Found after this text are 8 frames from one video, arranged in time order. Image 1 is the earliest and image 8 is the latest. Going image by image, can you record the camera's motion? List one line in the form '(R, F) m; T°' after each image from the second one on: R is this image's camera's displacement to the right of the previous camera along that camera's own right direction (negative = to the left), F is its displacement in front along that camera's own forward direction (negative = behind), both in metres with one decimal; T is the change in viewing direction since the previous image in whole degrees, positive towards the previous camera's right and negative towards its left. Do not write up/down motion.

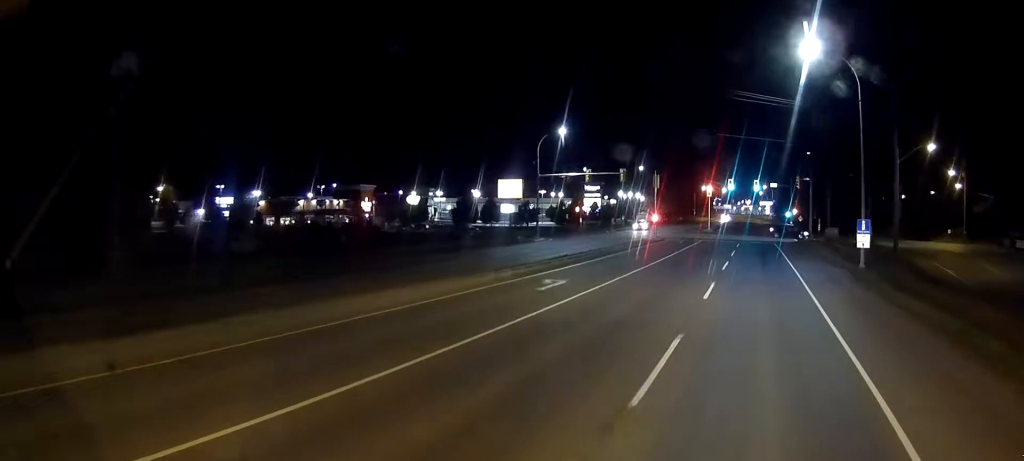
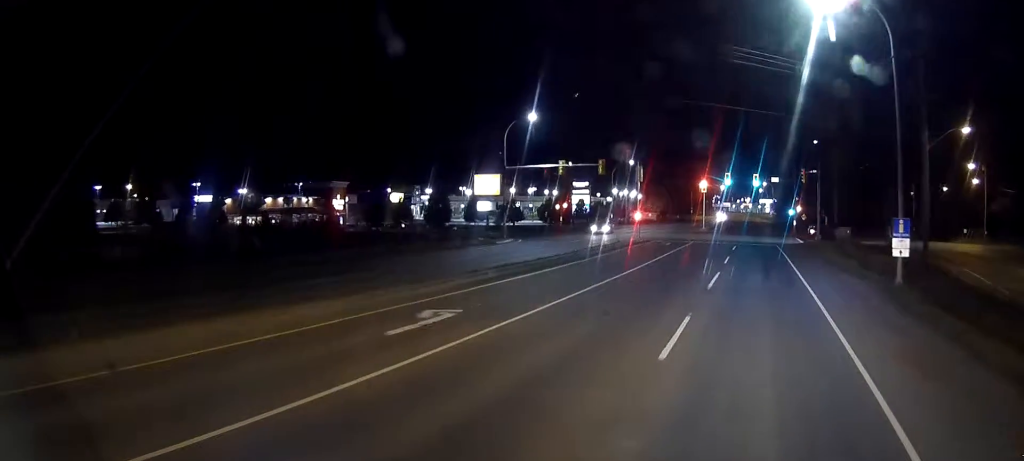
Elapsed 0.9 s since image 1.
(-0.1, +10.4) m; -1°
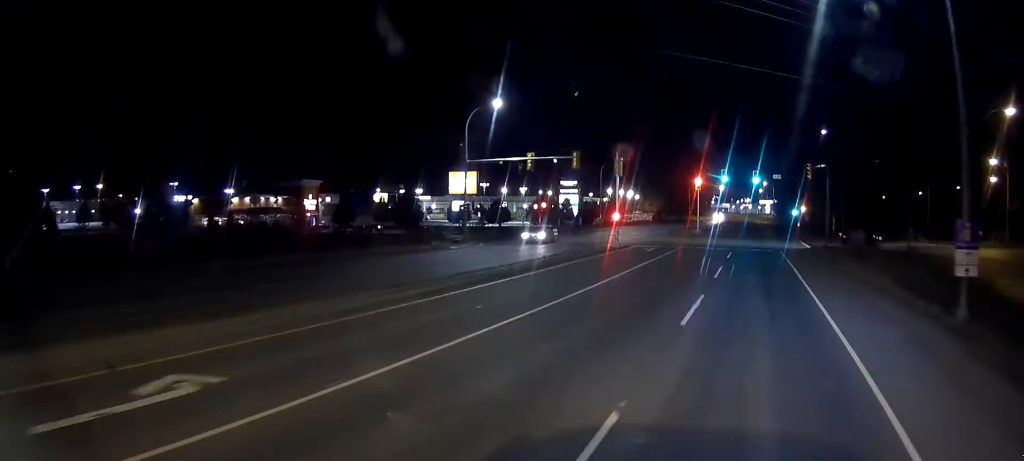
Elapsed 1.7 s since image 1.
(-0.1, +9.5) m; 0°
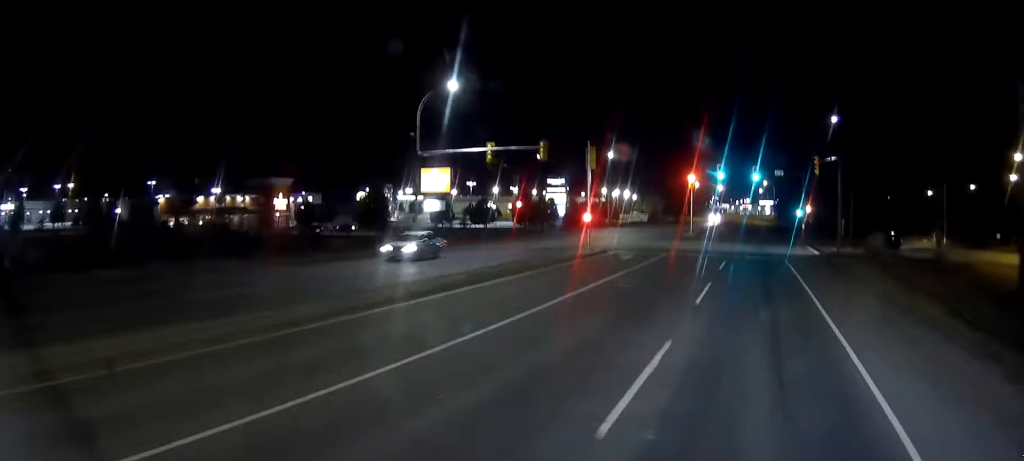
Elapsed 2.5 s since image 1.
(0.0, +9.0) m; 0°
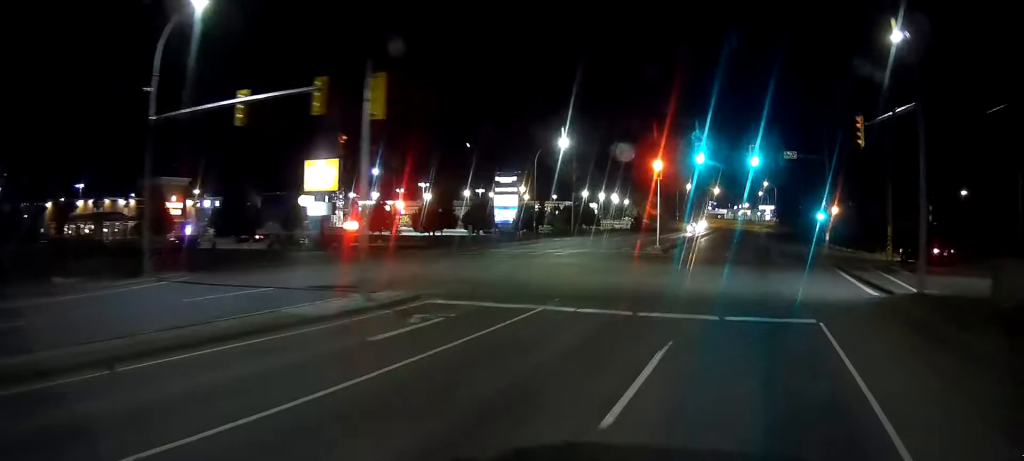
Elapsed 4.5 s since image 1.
(+0.3, +26.9) m; 0°
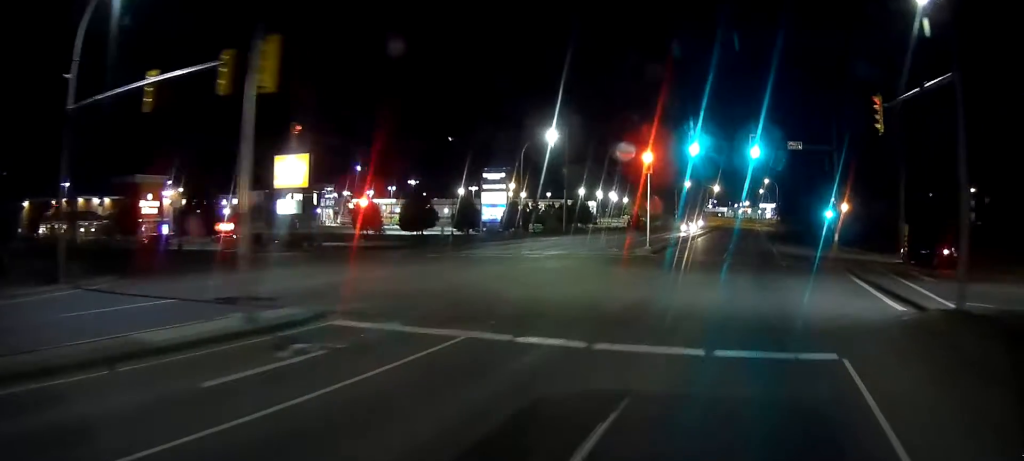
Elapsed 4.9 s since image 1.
(0.0, +5.3) m; 0°
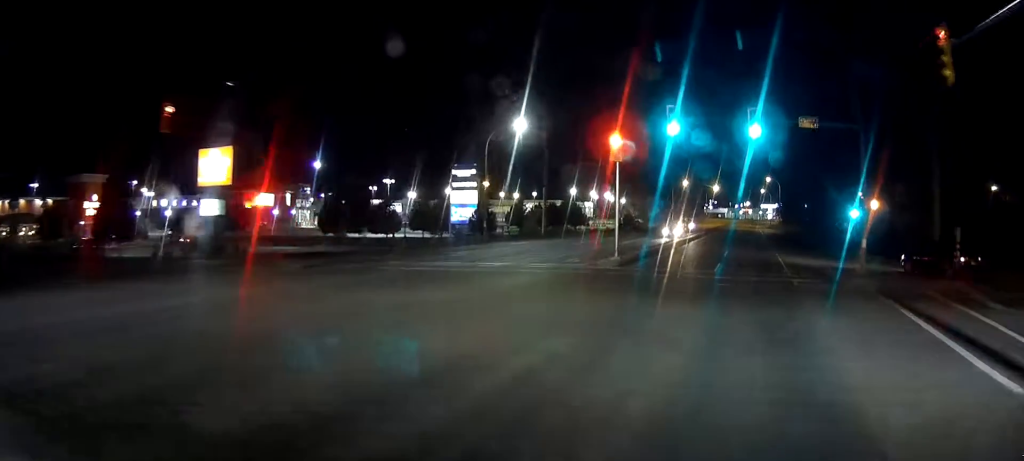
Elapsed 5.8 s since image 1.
(0.0, +11.2) m; 0°
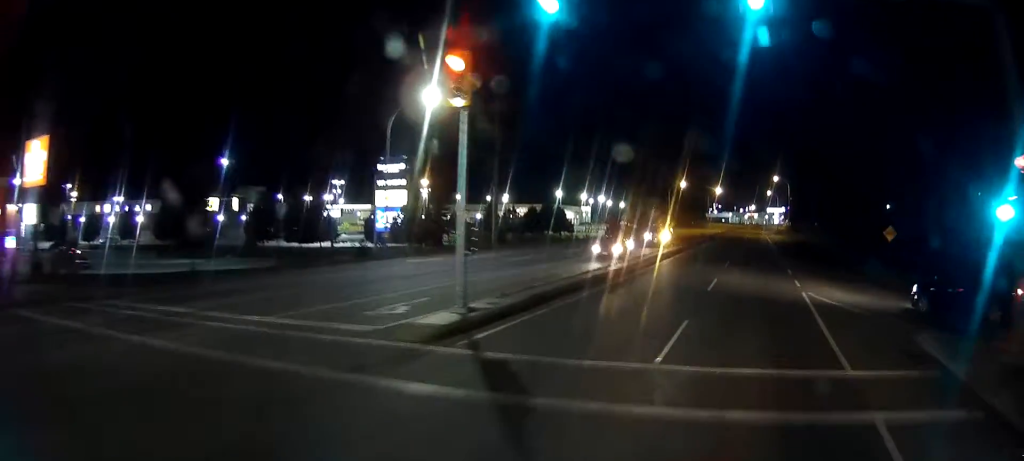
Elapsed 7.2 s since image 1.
(+0.1, +20.1) m; +1°
